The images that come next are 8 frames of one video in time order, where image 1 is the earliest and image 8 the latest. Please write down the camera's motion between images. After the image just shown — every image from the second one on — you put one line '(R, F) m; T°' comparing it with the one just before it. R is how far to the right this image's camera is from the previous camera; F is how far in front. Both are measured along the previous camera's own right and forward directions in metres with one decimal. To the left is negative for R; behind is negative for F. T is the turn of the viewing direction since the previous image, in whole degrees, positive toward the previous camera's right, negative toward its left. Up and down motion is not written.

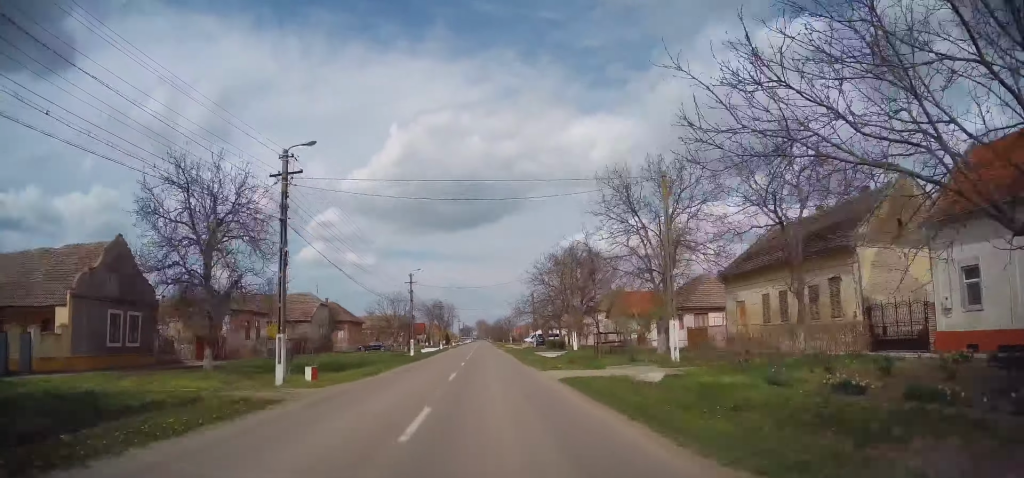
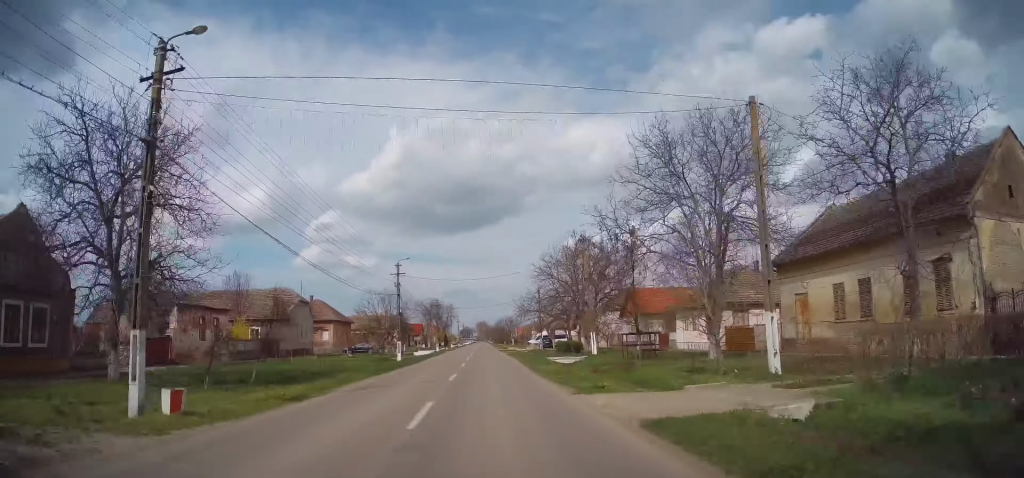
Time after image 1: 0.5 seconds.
(+0.1, +8.1) m; +1°
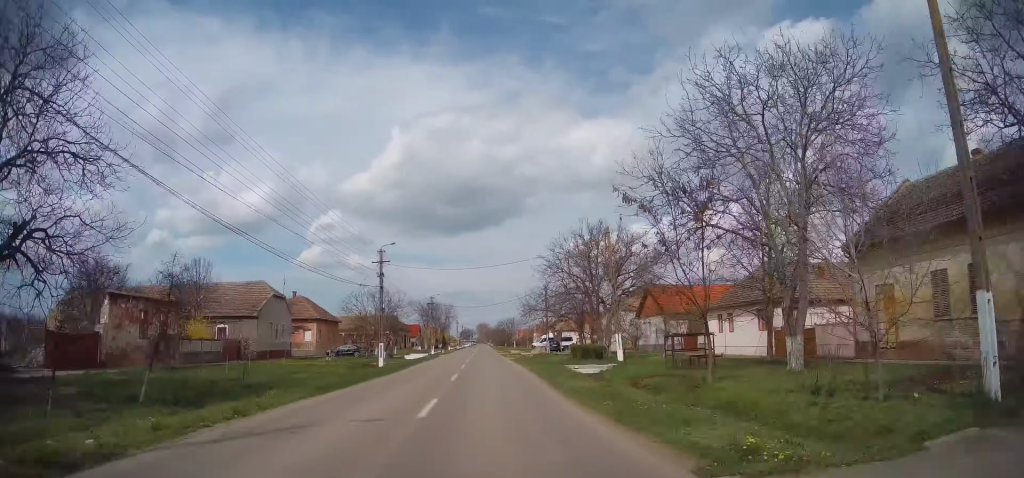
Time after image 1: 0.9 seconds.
(+0.1, +7.6) m; 0°
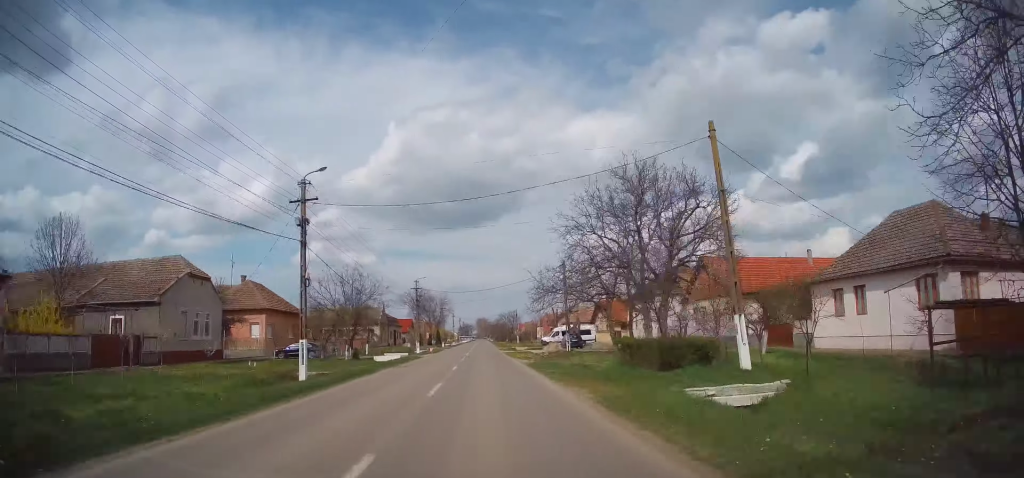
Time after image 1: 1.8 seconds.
(0.0, +15.8) m; 0°
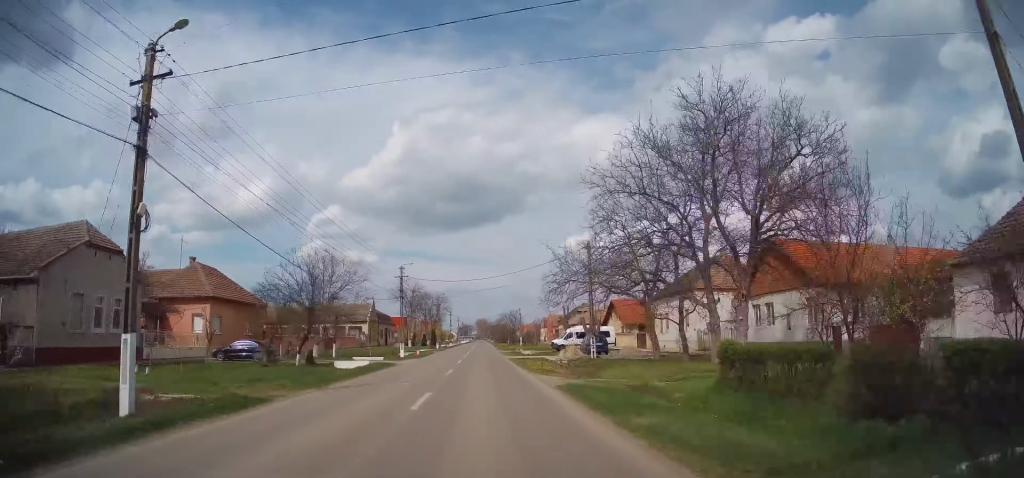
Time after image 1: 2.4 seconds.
(0.0, +11.2) m; 0°
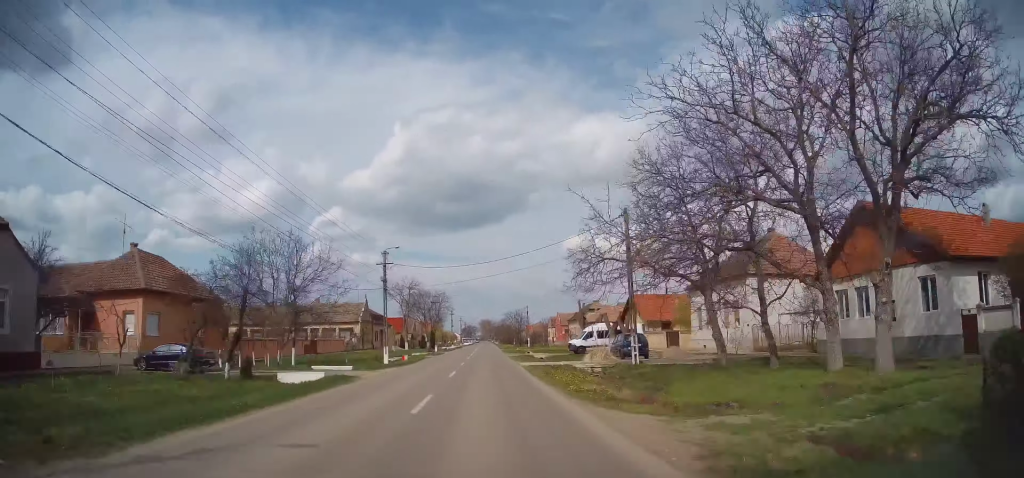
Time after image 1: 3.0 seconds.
(0.0, +9.5) m; 0°
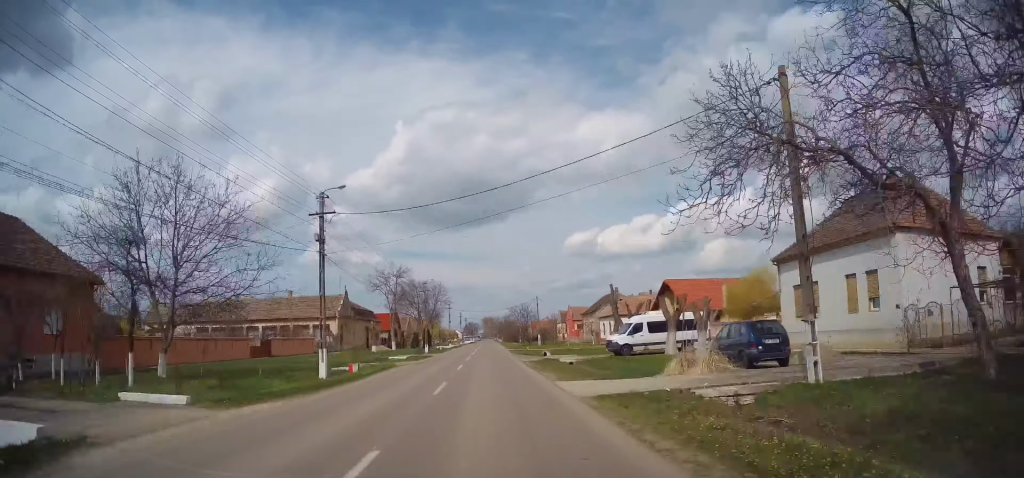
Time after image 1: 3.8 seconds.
(0.0, +15.5) m; 0°
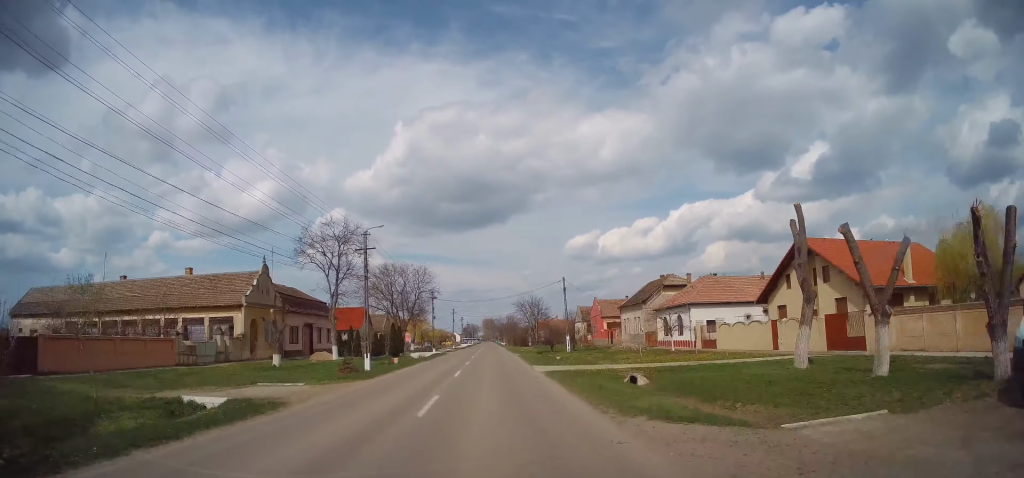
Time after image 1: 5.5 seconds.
(-0.6, +30.6) m; -1°
